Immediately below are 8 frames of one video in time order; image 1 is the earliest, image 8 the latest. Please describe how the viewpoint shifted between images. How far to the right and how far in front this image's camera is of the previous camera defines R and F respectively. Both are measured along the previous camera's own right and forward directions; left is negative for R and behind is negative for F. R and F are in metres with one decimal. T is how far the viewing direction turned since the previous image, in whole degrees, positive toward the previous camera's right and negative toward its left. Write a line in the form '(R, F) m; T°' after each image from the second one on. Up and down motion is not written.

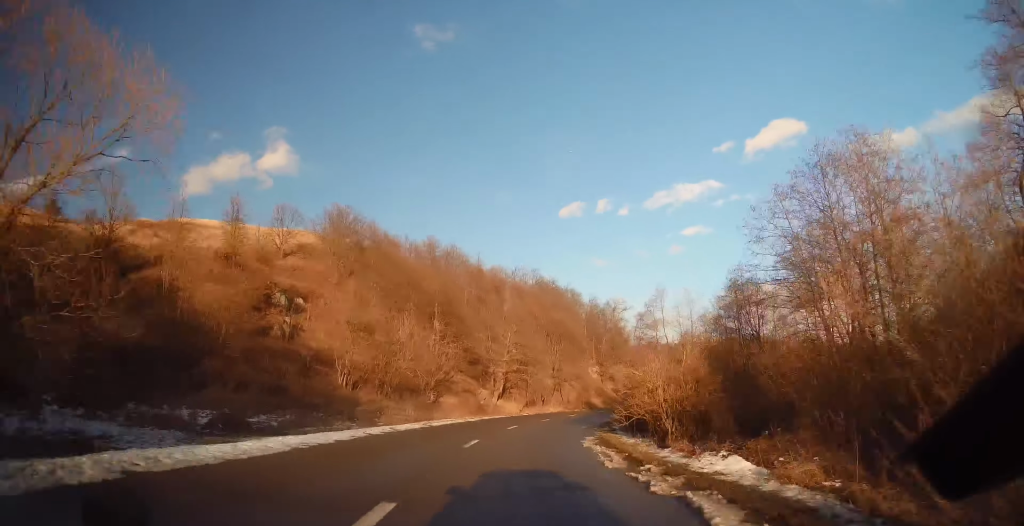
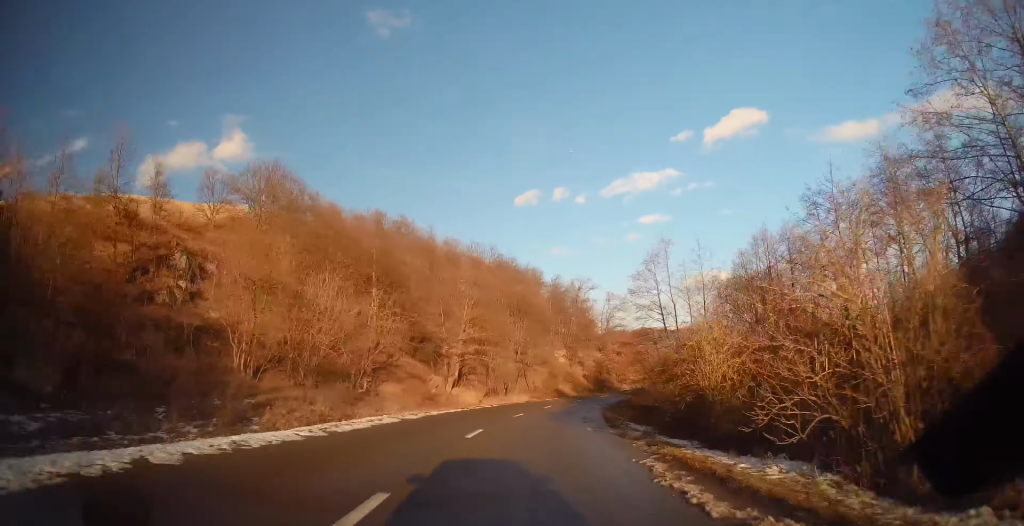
(+1.0, +12.1) m; +6°
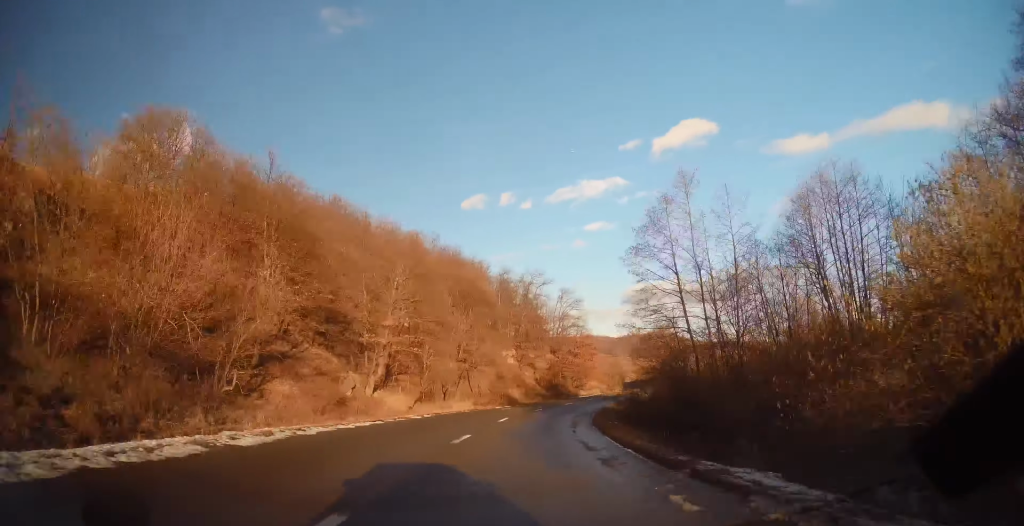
(+0.6, +12.8) m; +6°
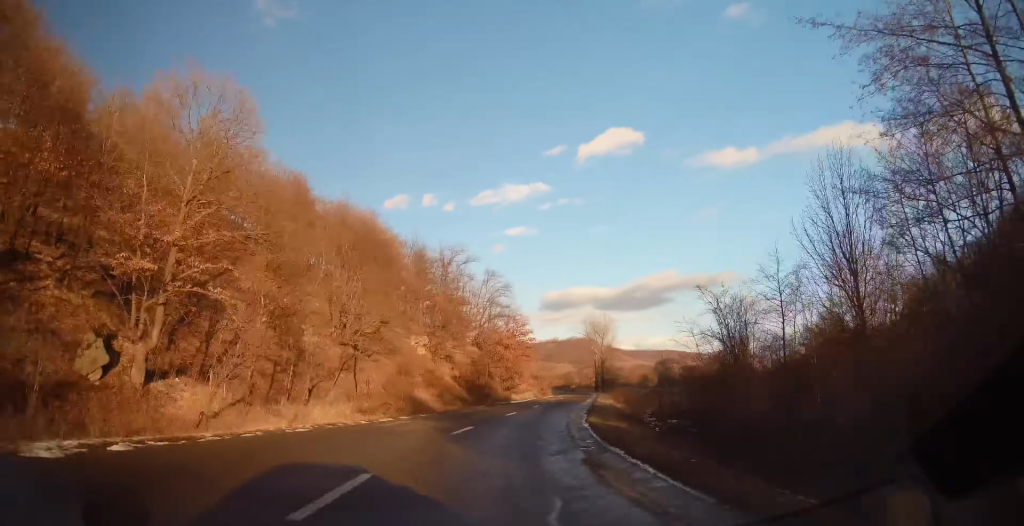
(+1.6, +20.7) m; +9°
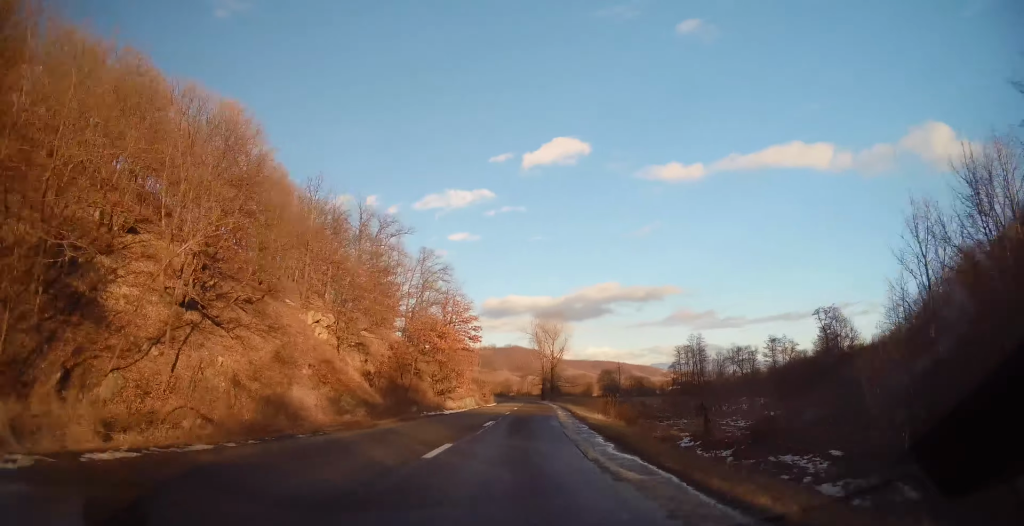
(+1.0, +17.6) m; +6°
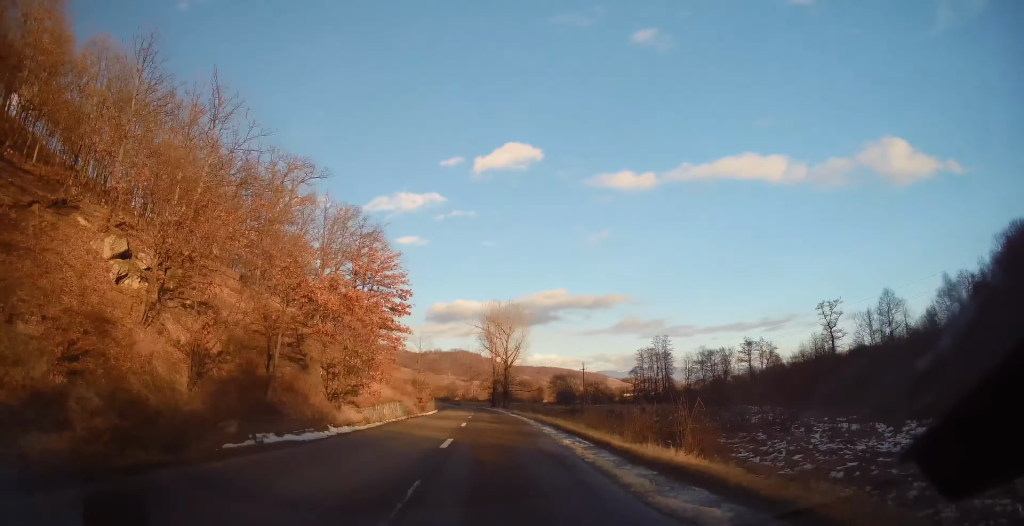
(+1.0, +19.7) m; +1°
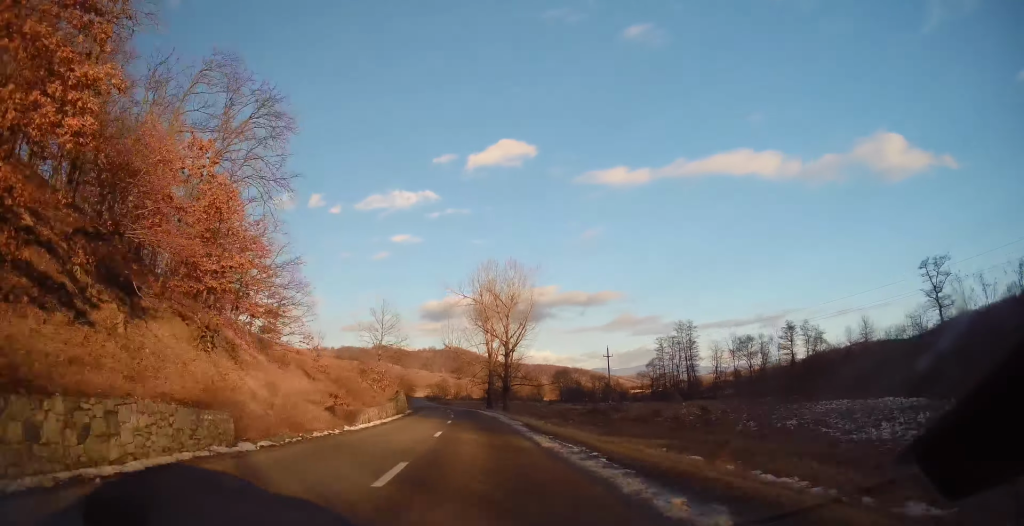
(-0.4, +29.0) m; -1°
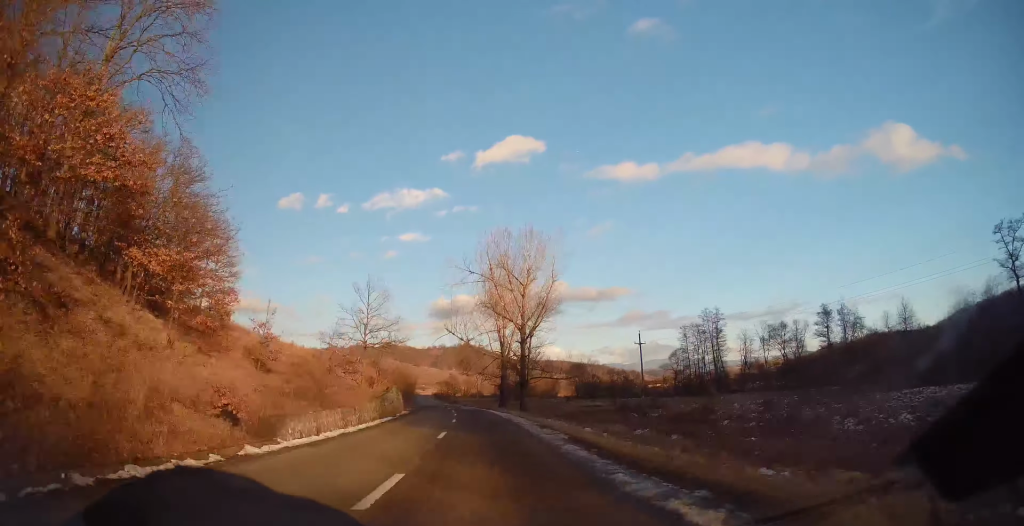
(0.0, +12.9) m; 0°
